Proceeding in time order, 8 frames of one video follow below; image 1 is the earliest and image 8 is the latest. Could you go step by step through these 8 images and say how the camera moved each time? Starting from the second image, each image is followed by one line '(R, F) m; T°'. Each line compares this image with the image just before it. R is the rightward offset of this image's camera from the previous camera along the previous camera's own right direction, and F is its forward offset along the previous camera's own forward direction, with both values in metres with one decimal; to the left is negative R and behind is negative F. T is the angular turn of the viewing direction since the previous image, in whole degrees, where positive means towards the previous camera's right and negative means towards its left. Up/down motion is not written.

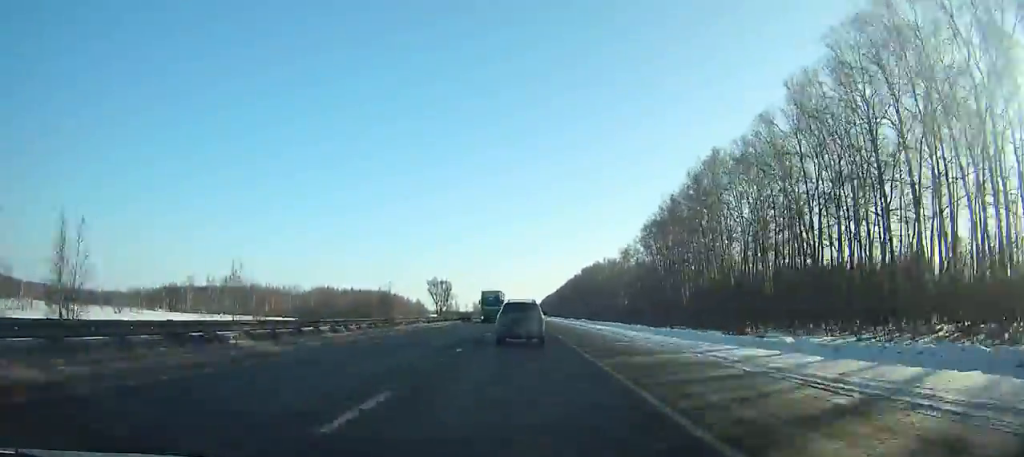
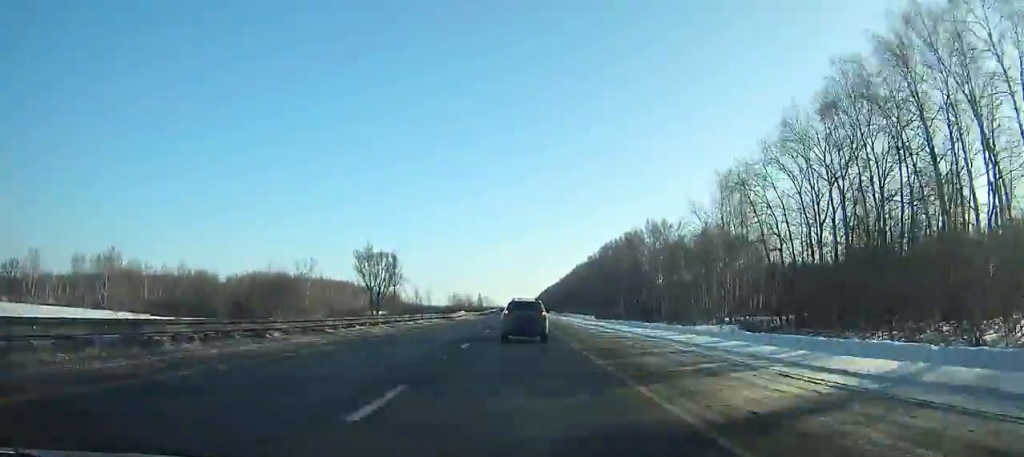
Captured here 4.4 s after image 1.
(+0.2, +92.7) m; 0°
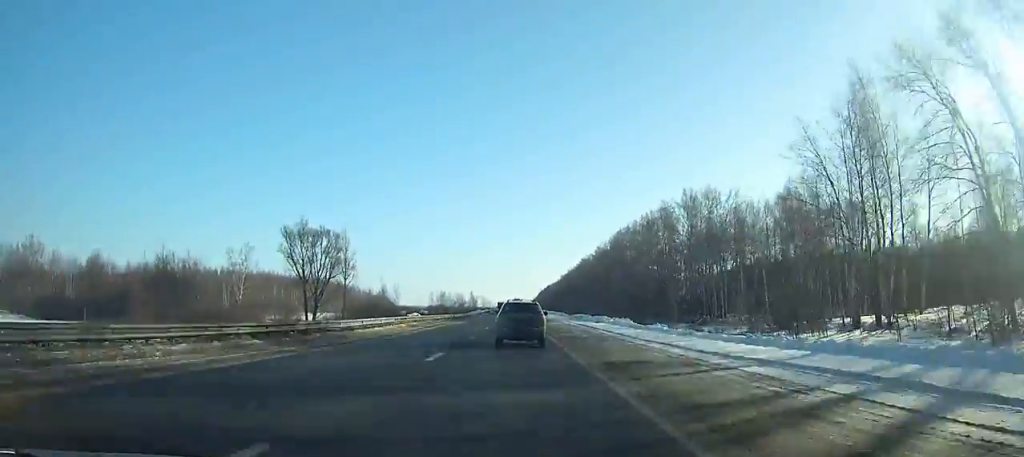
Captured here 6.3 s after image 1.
(+0.1, +40.3) m; 0°
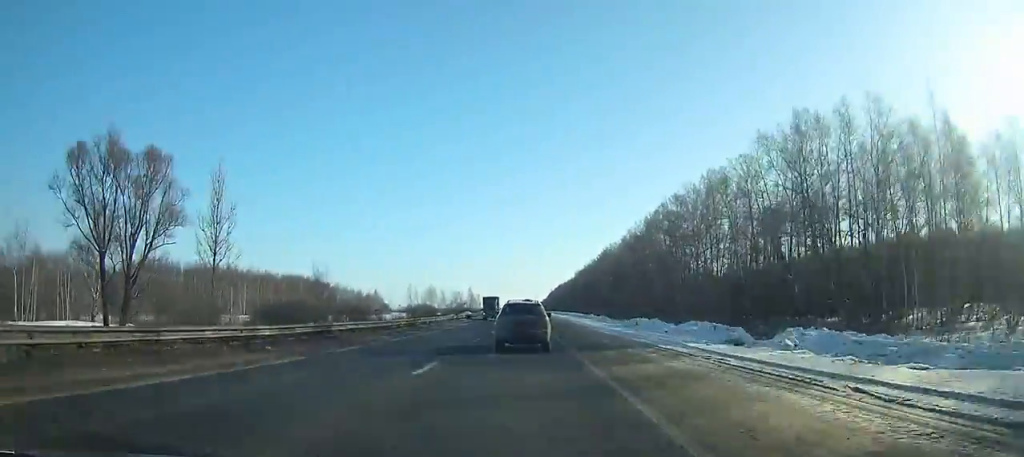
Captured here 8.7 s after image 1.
(-0.2, +50.5) m; 0°
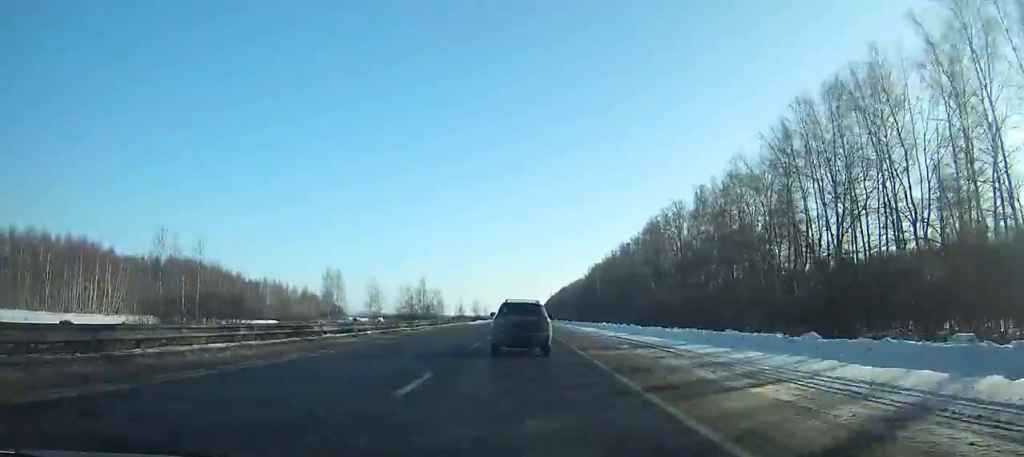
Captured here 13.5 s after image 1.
(-0.1, +99.1) m; 0°
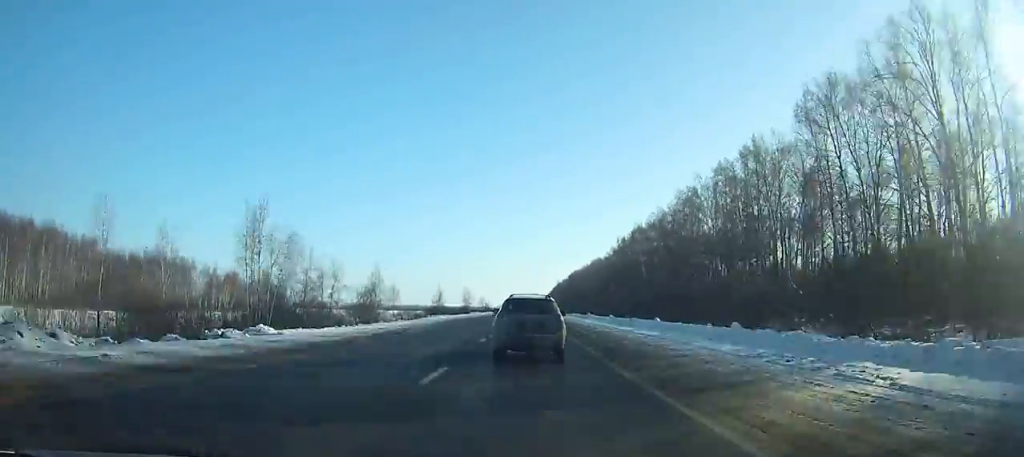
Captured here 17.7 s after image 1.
(+0.2, +84.2) m; 0°
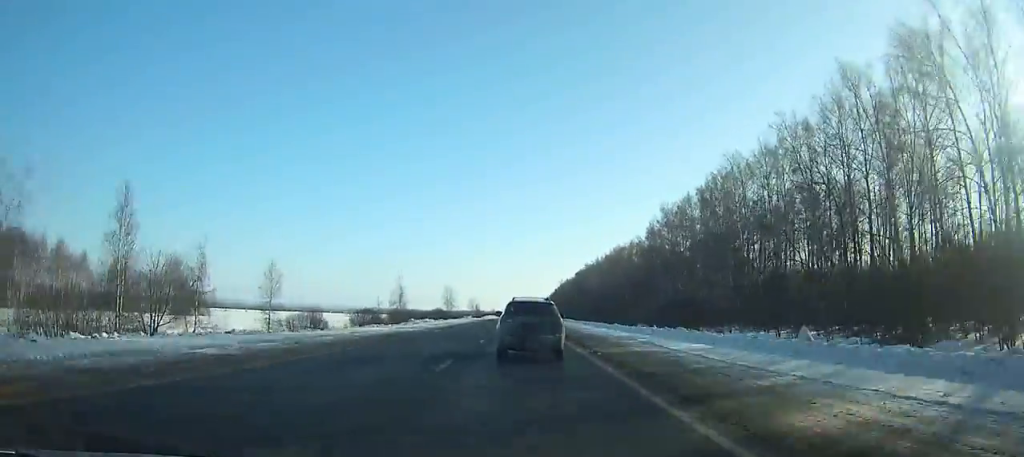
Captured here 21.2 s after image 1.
(-0.1, +69.6) m; 0°
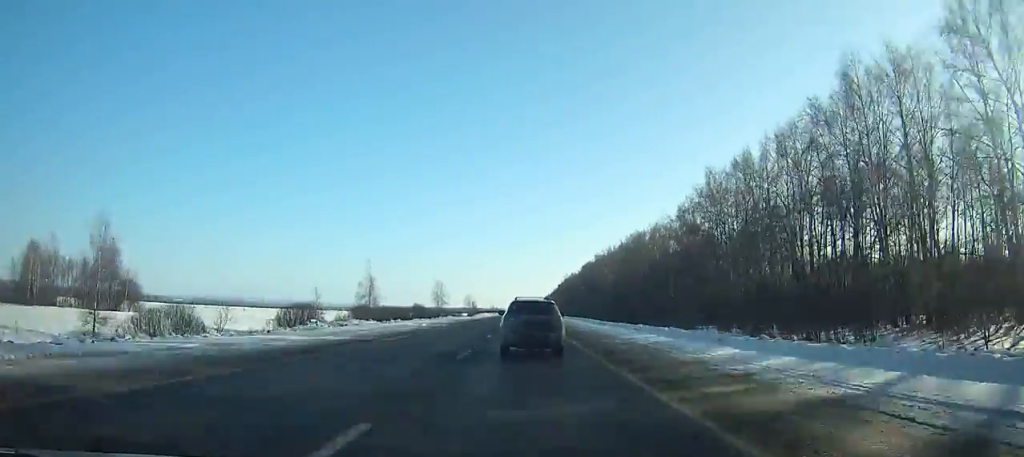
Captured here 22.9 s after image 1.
(0.0, +34.0) m; 0°
